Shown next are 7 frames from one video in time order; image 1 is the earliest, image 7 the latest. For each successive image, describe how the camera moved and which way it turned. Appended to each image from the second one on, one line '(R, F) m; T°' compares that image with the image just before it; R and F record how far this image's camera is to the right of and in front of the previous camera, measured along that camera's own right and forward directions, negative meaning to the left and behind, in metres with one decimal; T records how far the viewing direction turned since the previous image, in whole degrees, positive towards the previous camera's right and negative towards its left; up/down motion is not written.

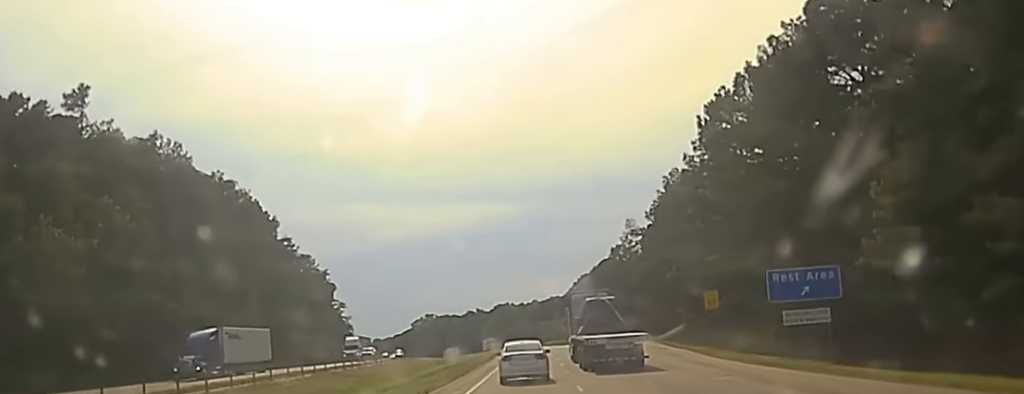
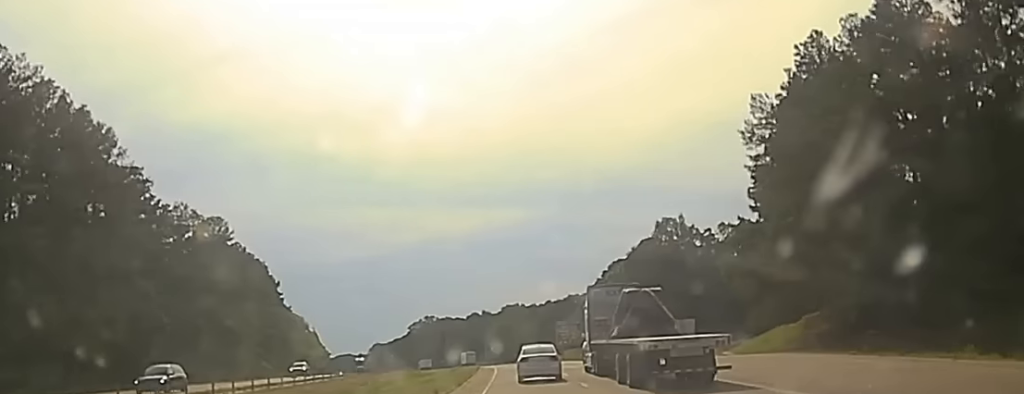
(+0.4, +79.6) m; -1°
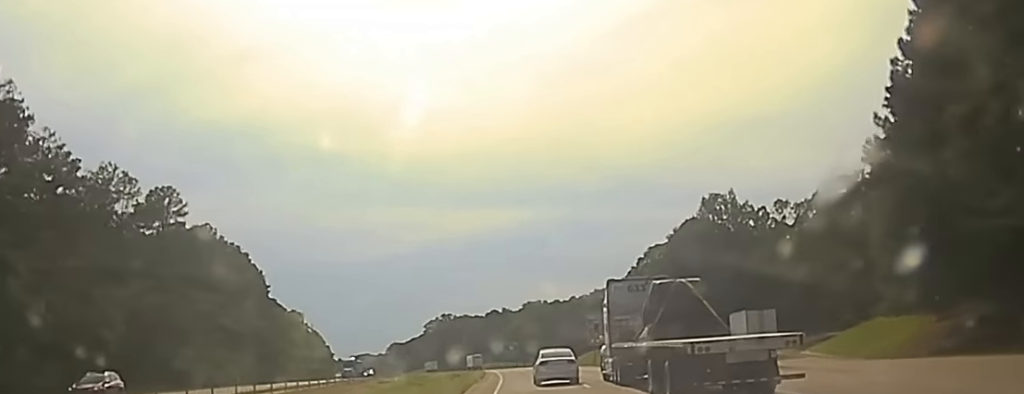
(-0.4, +33.1) m; -3°
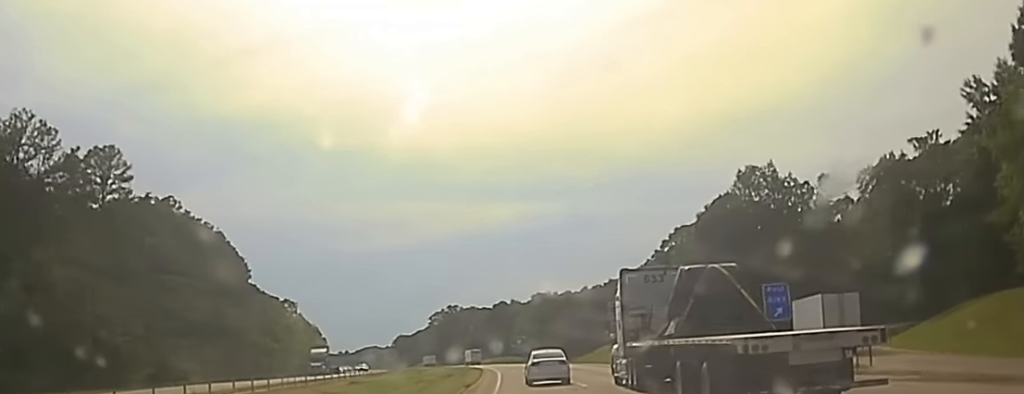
(-0.7, +20.2) m; -1°
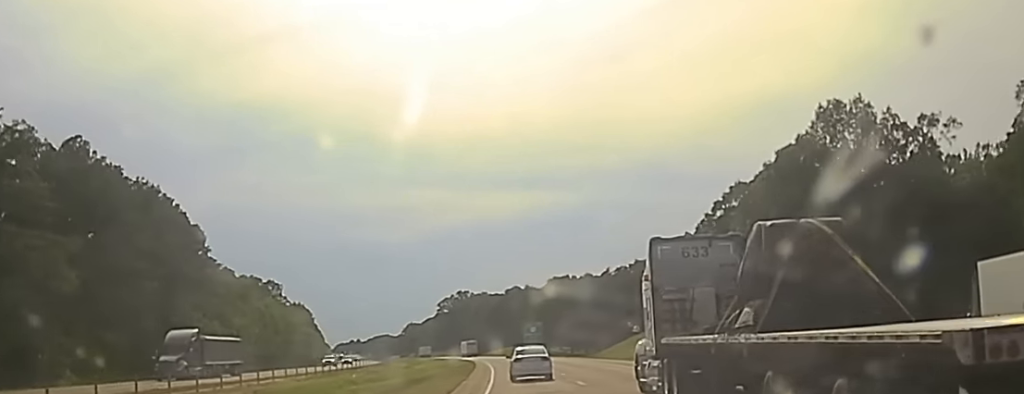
(-0.8, +36.4) m; -1°
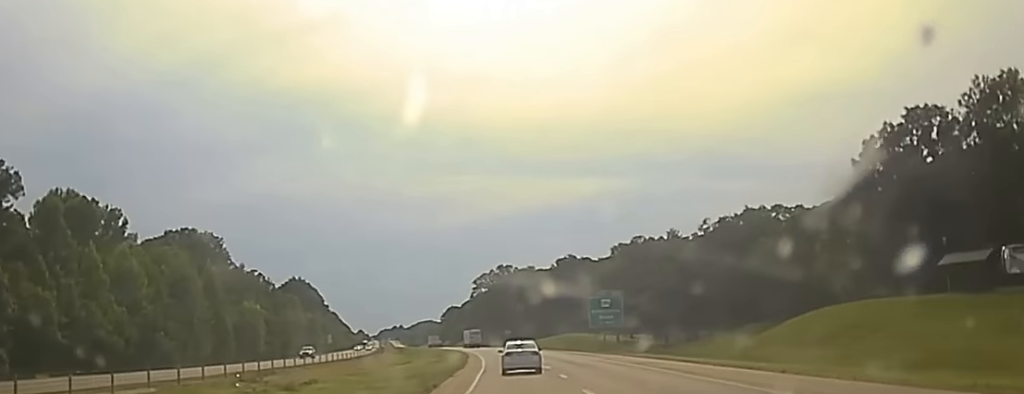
(-0.6, +90.7) m; -1°
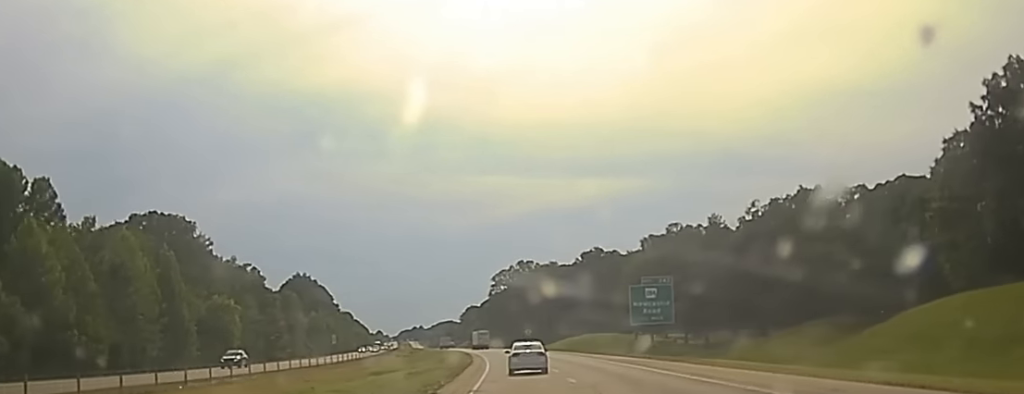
(0.0, +26.5) m; 0°
